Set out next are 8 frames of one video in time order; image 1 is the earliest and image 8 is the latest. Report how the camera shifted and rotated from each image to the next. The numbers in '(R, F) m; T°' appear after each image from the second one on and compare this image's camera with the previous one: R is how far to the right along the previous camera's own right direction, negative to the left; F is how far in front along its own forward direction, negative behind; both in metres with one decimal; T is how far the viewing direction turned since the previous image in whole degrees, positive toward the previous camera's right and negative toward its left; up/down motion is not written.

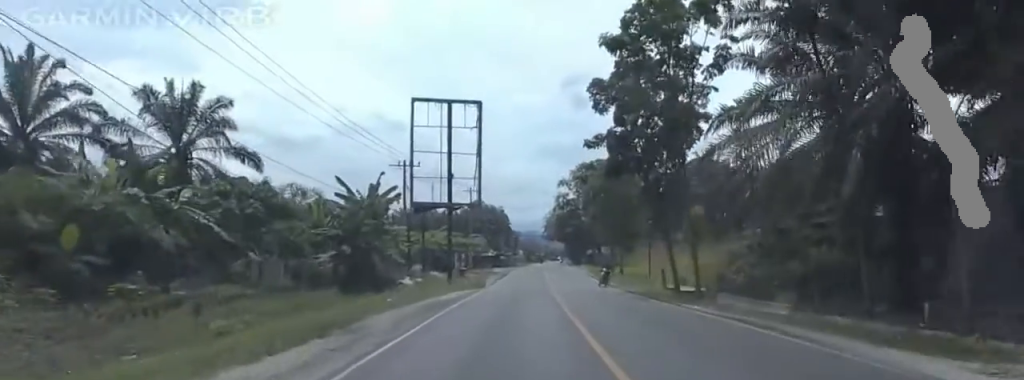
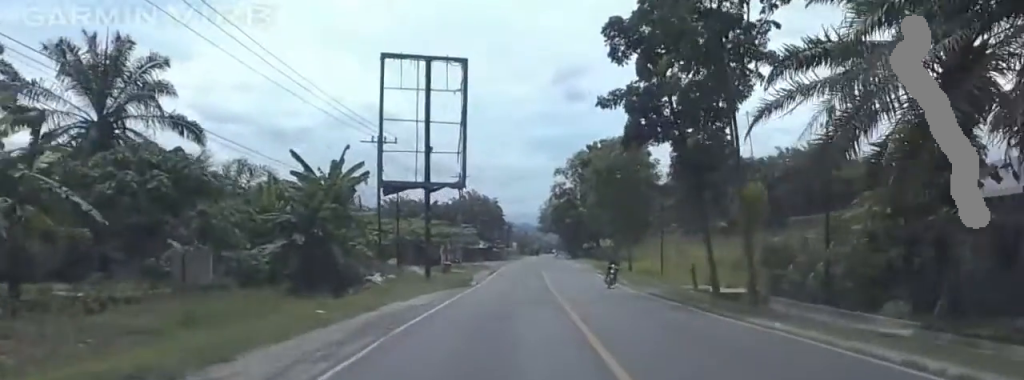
(+0.1, +9.8) m; +1°
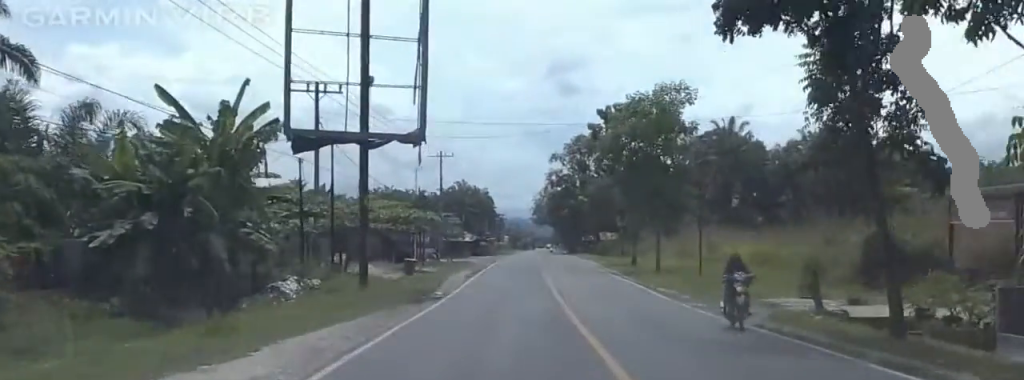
(0.0, +16.4) m; 0°
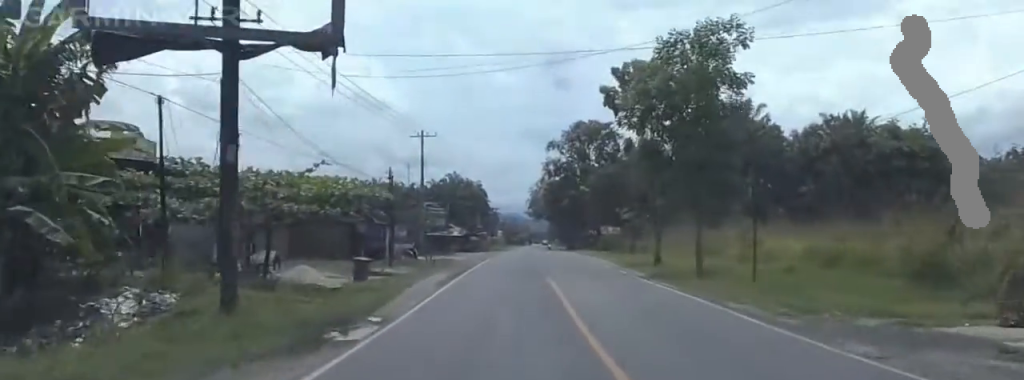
(-0.1, +12.4) m; +3°
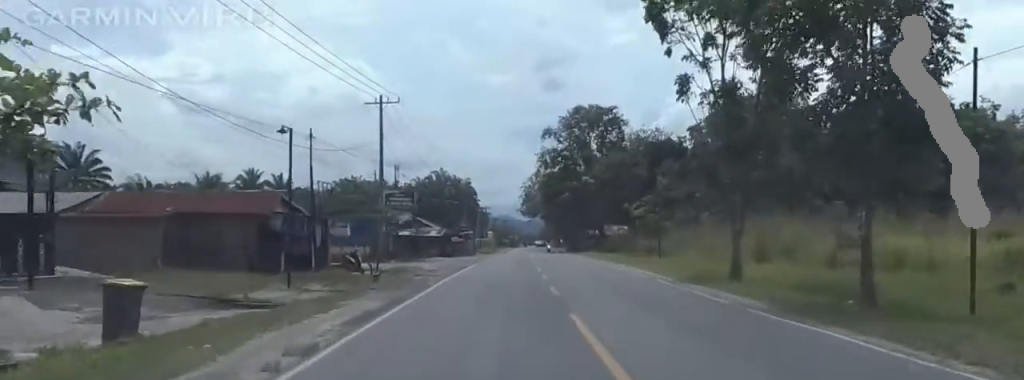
(+0.7, +18.2) m; -1°
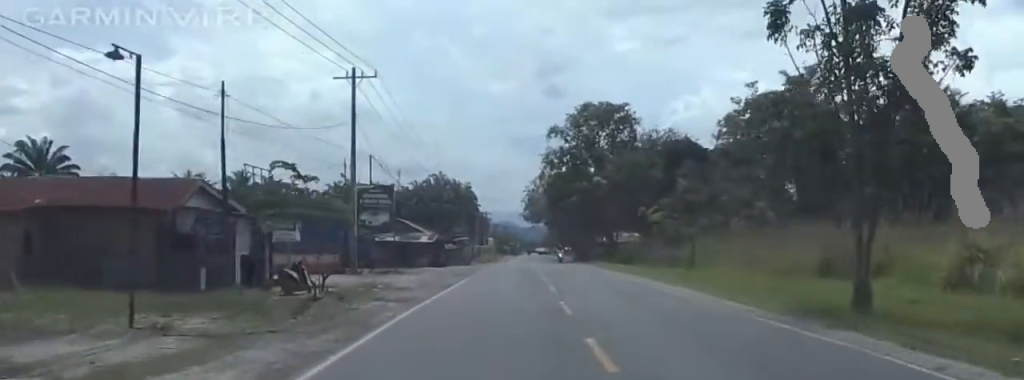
(-0.5, +10.7) m; -3°
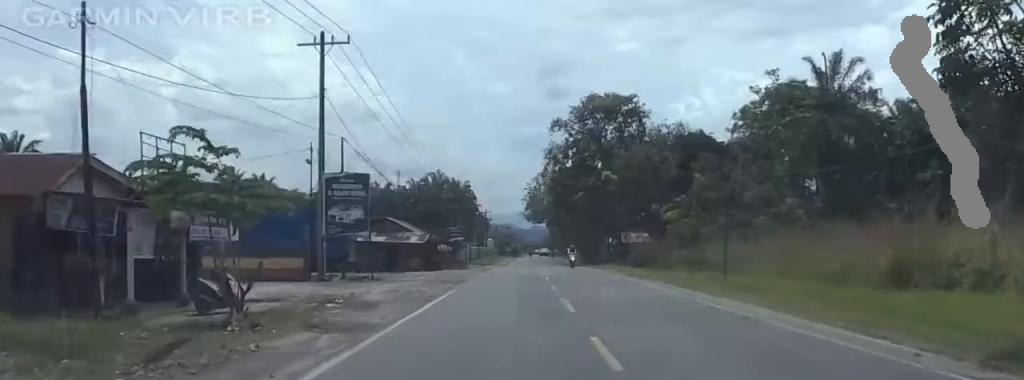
(0.0, +7.8) m; 0°
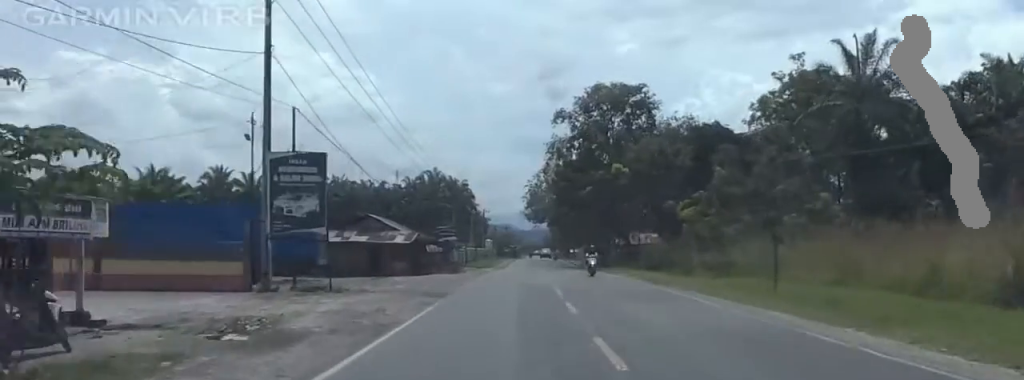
(0.0, +8.4) m; 0°
